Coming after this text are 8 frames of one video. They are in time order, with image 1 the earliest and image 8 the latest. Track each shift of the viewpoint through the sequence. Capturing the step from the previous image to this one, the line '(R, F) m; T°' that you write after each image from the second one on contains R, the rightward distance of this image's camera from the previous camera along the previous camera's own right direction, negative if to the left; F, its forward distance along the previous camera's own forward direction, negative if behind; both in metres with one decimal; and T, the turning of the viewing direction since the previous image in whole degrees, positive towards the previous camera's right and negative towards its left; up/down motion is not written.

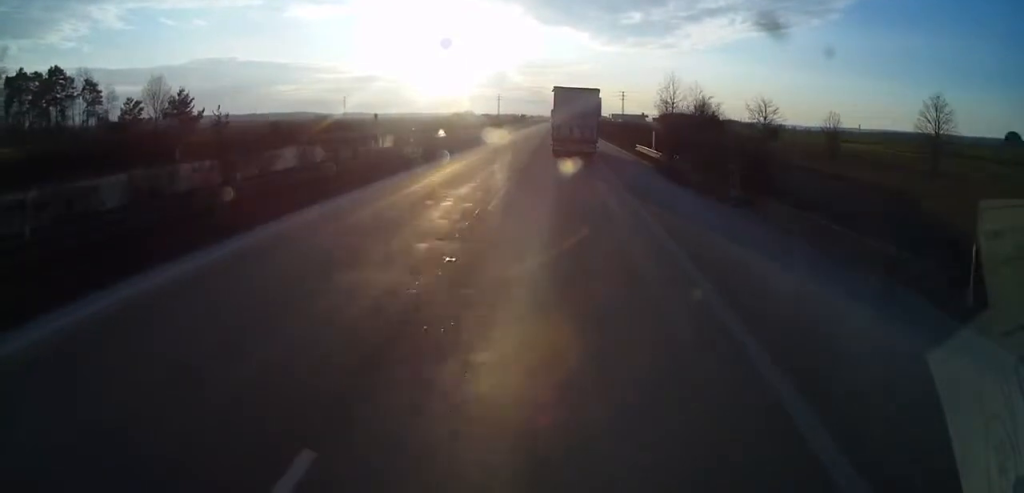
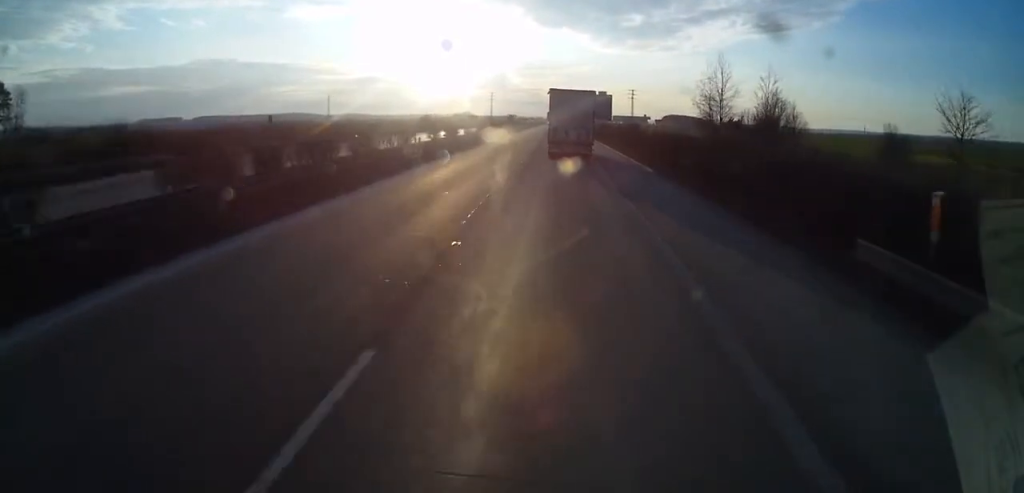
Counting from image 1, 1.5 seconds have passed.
(+0.6, +34.2) m; +1°
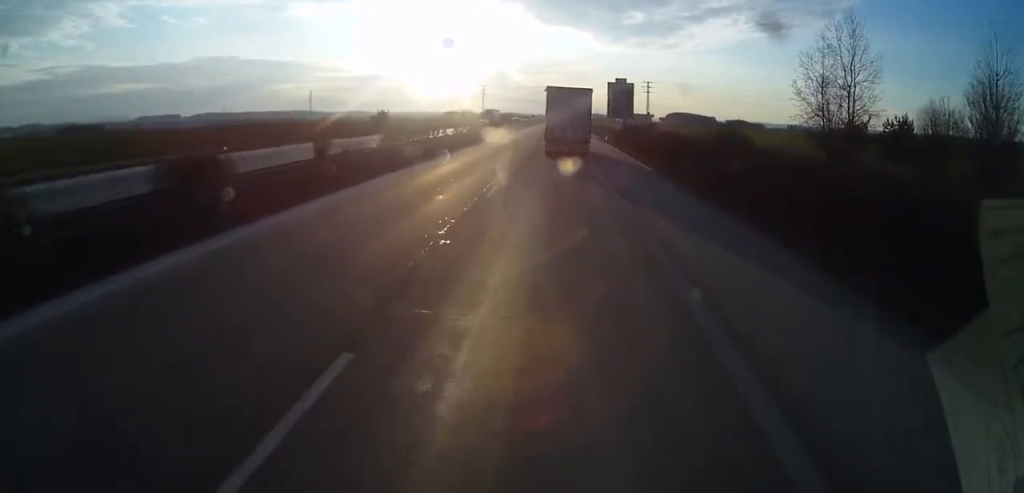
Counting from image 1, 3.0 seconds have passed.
(-0.8, +36.5) m; -1°
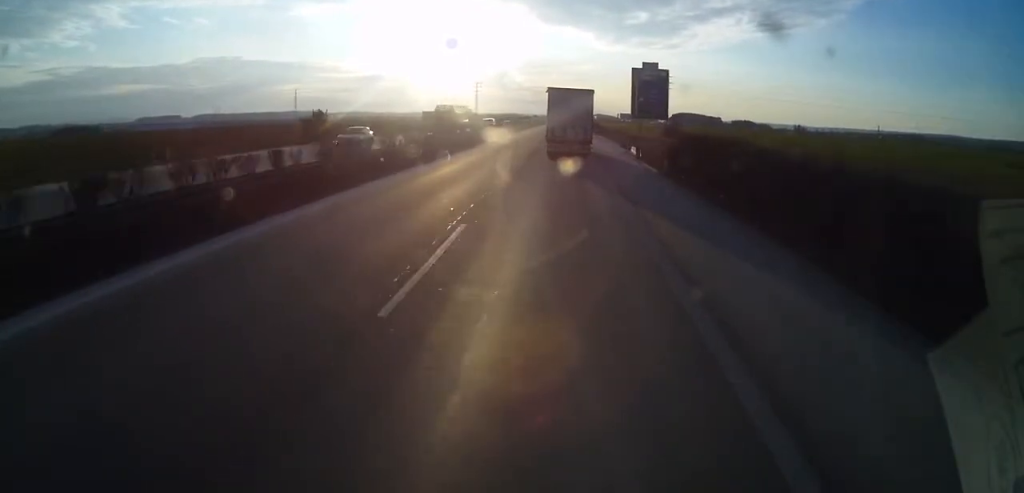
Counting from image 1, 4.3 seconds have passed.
(0.0, +28.8) m; 0°
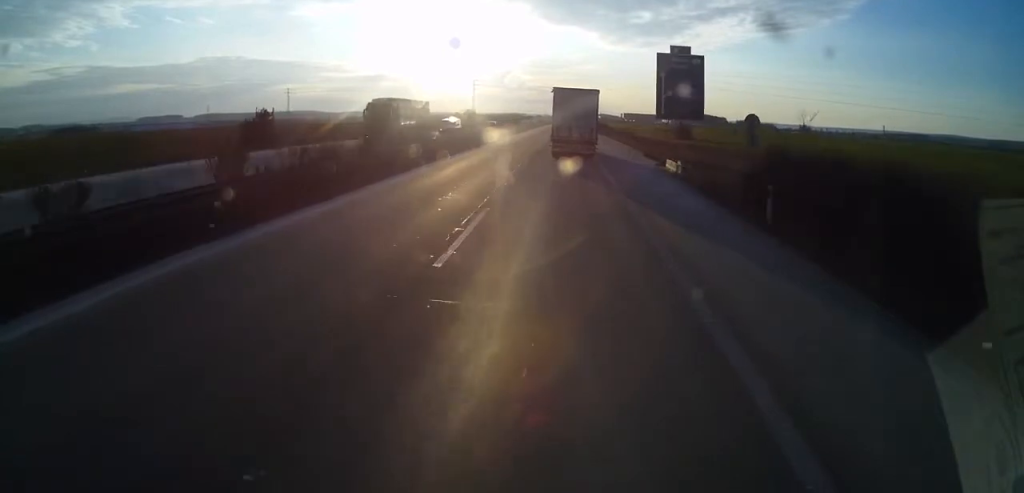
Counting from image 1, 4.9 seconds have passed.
(0.0, +15.5) m; 0°
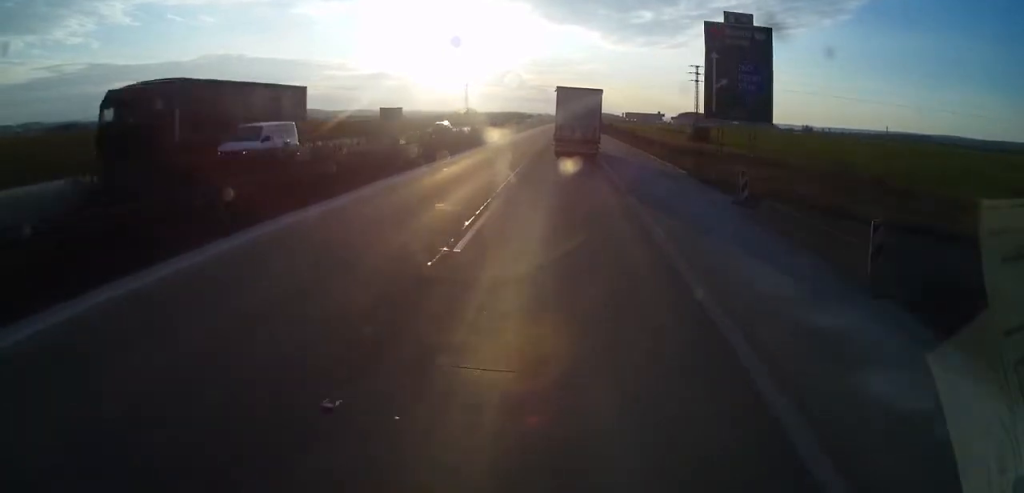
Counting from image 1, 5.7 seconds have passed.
(0.0, +17.1) m; 0°
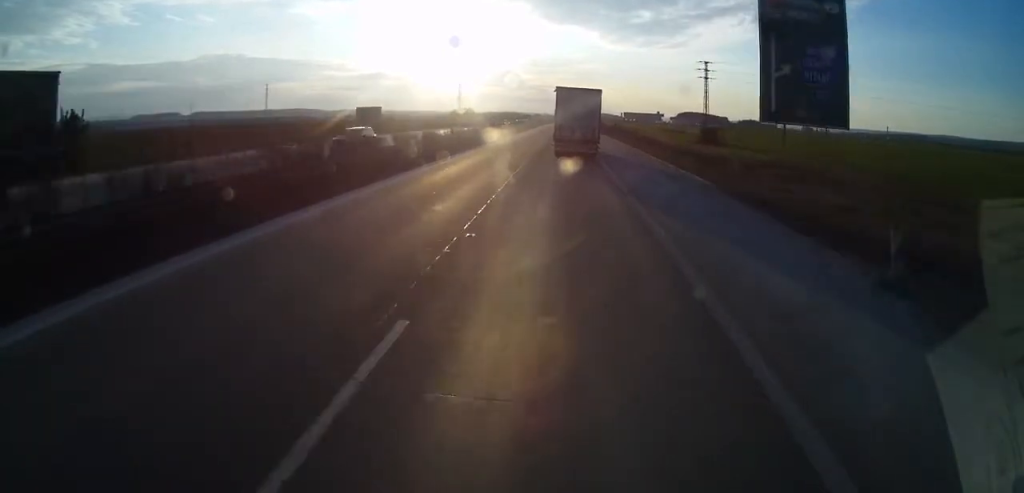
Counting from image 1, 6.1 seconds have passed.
(0.0, +10.1) m; 0°
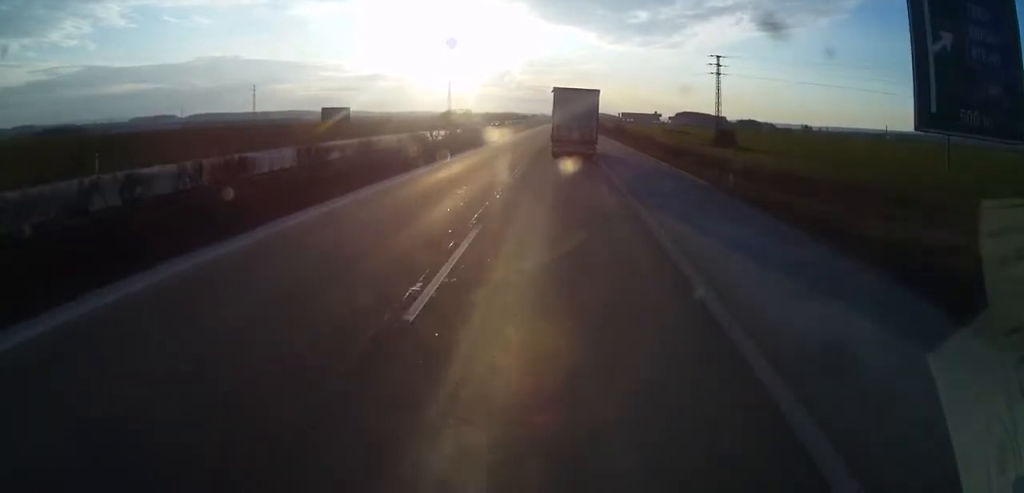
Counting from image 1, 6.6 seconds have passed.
(0.0, +11.6) m; 0°
